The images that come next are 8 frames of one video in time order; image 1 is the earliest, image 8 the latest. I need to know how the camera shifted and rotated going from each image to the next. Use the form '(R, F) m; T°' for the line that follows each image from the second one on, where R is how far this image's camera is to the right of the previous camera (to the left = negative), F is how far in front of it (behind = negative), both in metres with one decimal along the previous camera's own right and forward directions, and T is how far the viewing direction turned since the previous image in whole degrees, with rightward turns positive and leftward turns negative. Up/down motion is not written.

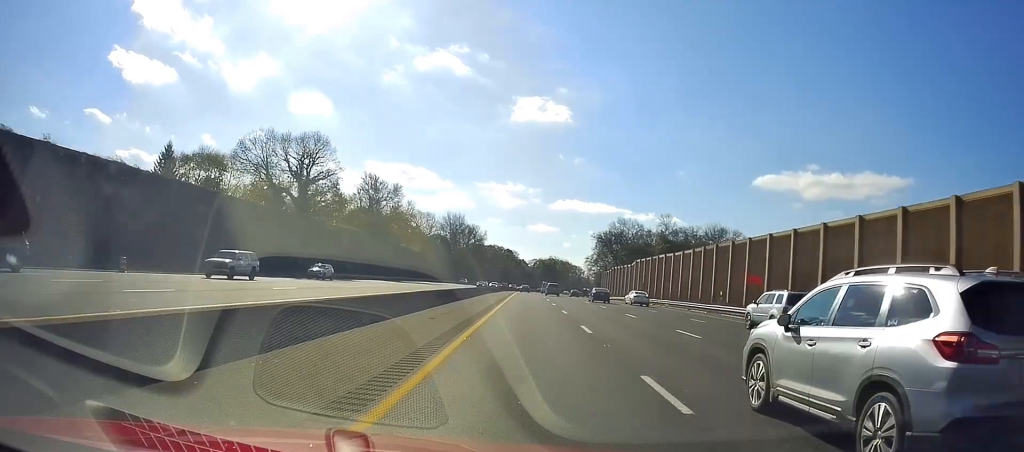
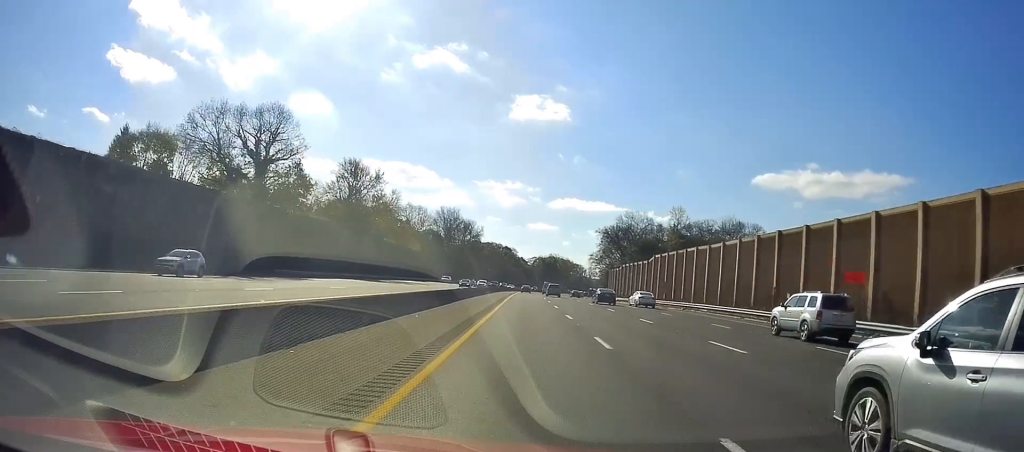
(0.0, +15.8) m; 0°
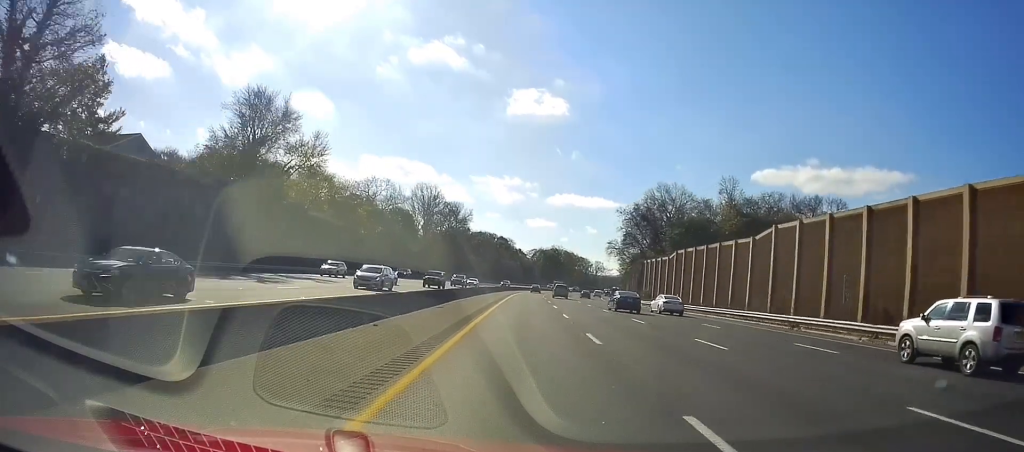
(-0.2, +45.1) m; 0°
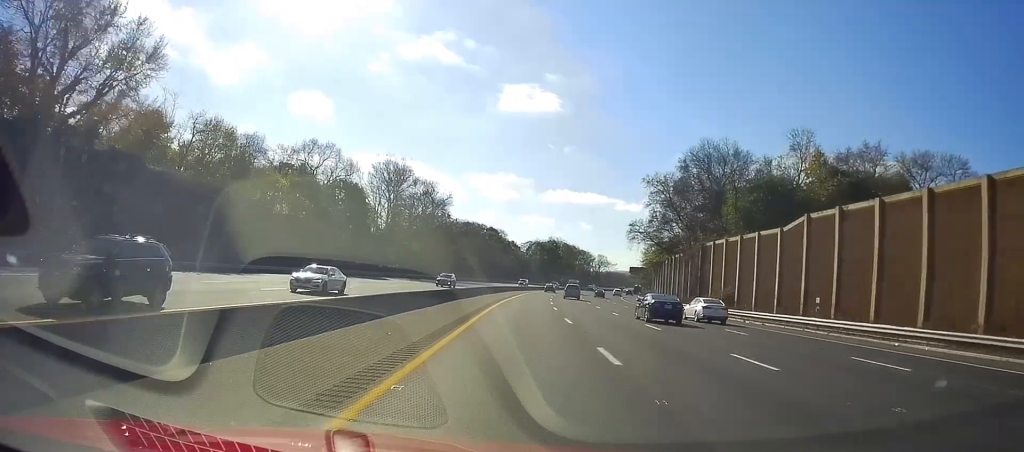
(+0.1, +38.5) m; +1°
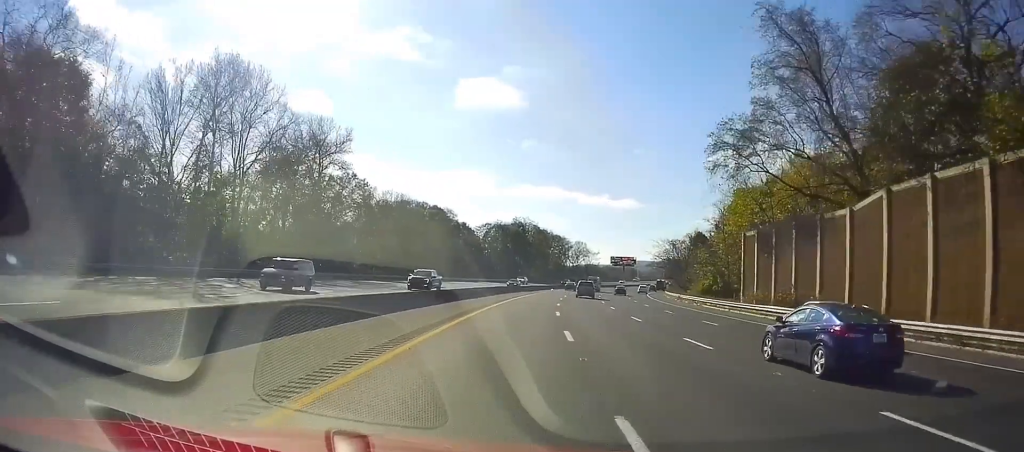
(+0.8, +66.2) m; +2°
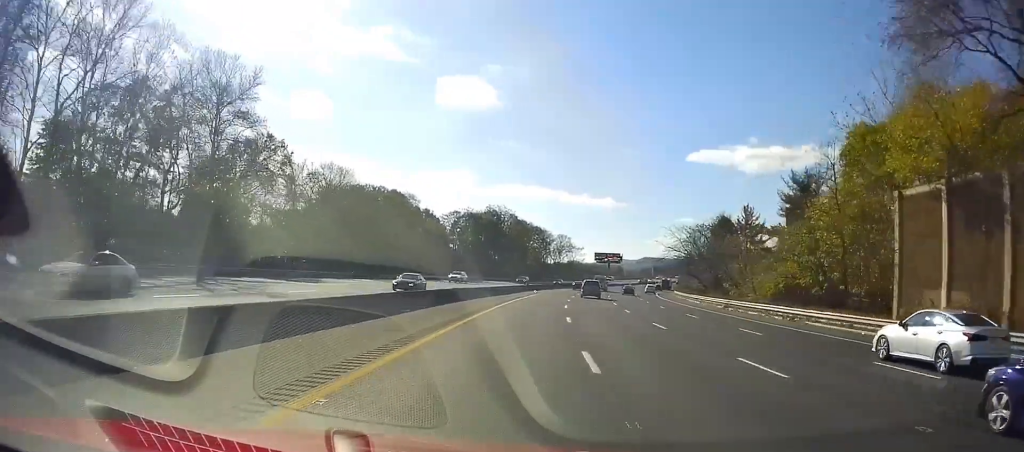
(+0.3, +28.6) m; +2°
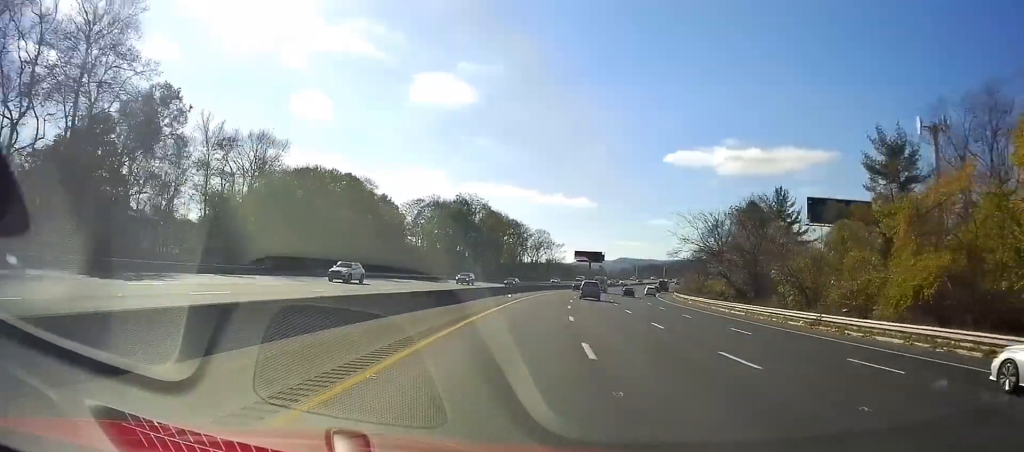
(+0.3, +21.8) m; +2°
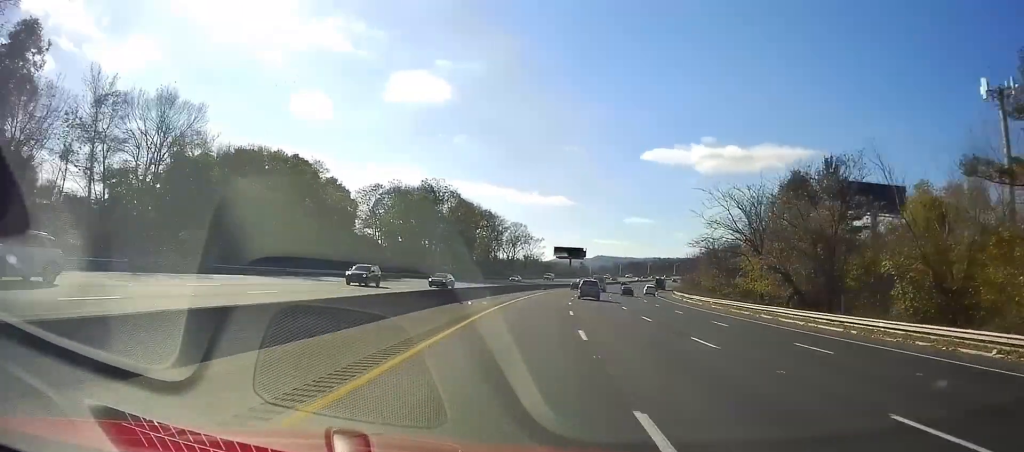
(+0.5, +19.4) m; +2°
